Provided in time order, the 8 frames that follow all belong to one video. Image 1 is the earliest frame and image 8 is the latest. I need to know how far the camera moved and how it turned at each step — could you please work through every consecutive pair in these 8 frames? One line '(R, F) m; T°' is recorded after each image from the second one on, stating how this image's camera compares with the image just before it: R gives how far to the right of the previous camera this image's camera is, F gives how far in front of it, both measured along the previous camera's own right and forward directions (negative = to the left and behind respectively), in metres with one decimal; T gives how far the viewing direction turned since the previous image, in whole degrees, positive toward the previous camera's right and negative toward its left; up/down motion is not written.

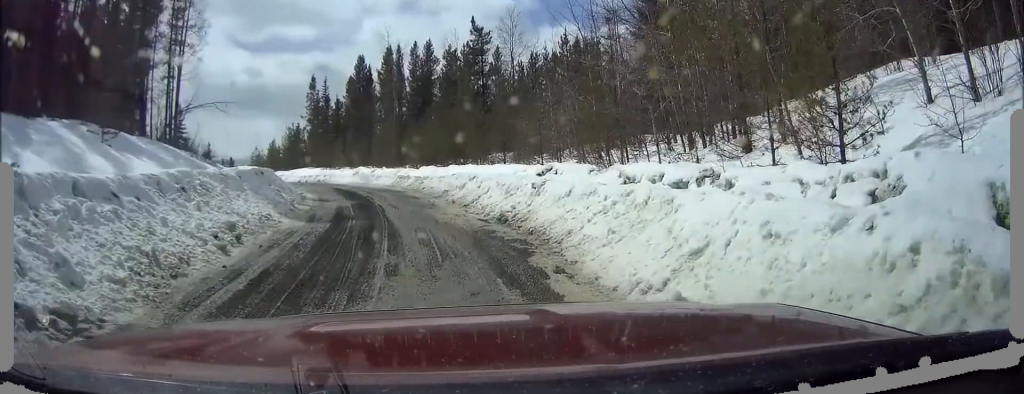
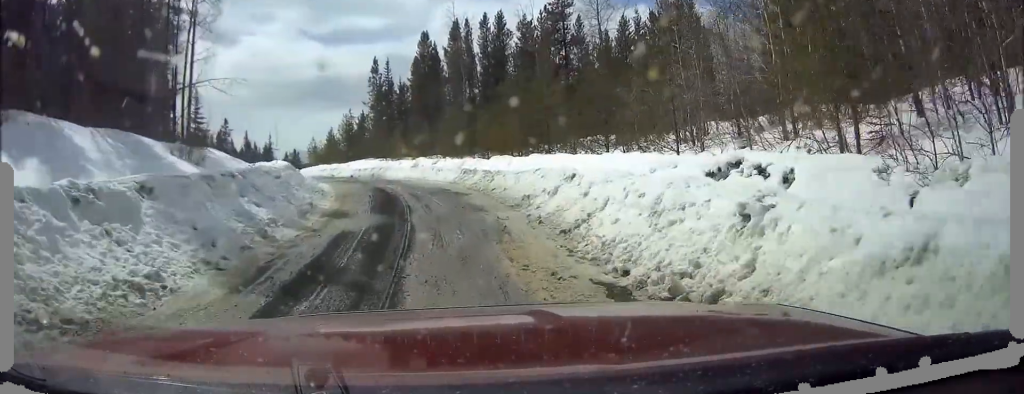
(-1.5, +7.9) m; -15°
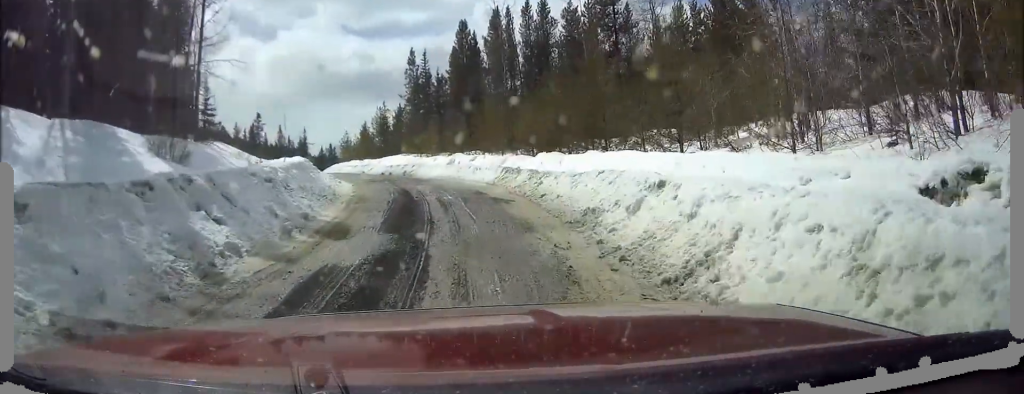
(-0.2, +3.9) m; -3°
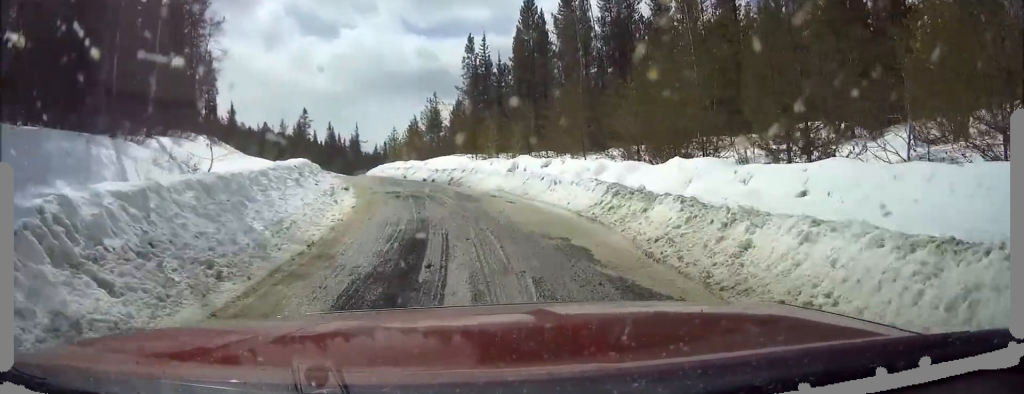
(-0.4, +11.6) m; -4°
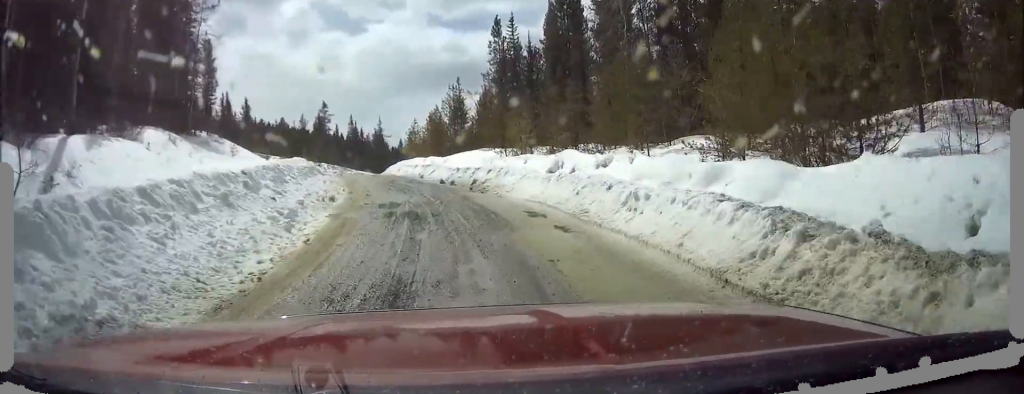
(-0.2, +7.7) m; -2°
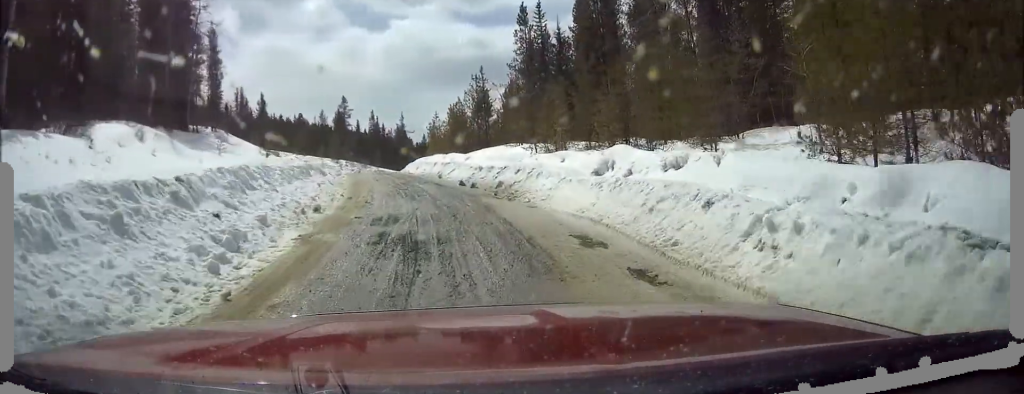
(-0.1, +5.1) m; -1°
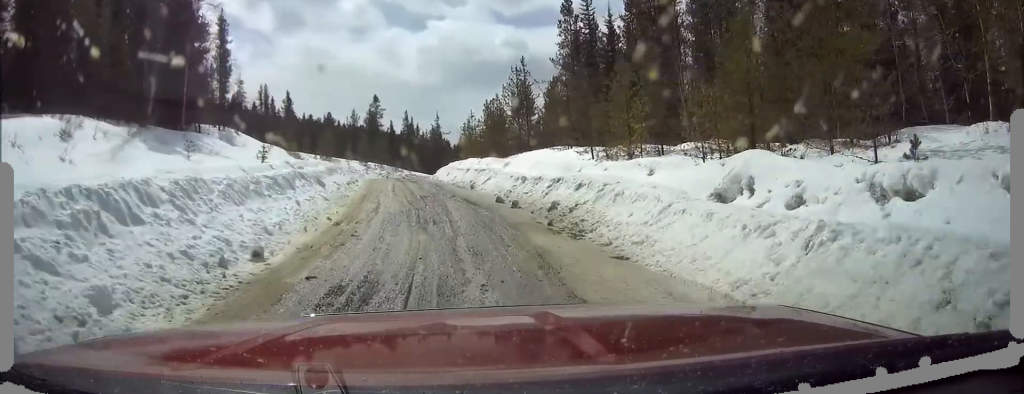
(0.0, +7.5) m; -3°
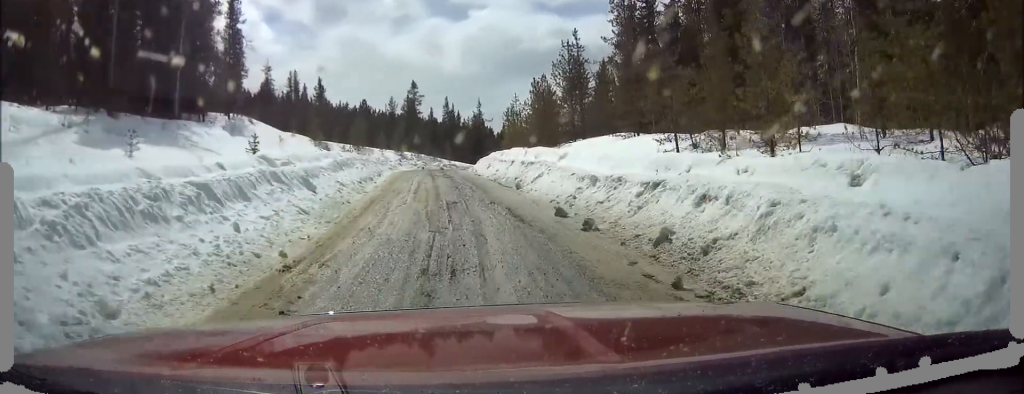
(-0.3, +7.2) m; -5°
